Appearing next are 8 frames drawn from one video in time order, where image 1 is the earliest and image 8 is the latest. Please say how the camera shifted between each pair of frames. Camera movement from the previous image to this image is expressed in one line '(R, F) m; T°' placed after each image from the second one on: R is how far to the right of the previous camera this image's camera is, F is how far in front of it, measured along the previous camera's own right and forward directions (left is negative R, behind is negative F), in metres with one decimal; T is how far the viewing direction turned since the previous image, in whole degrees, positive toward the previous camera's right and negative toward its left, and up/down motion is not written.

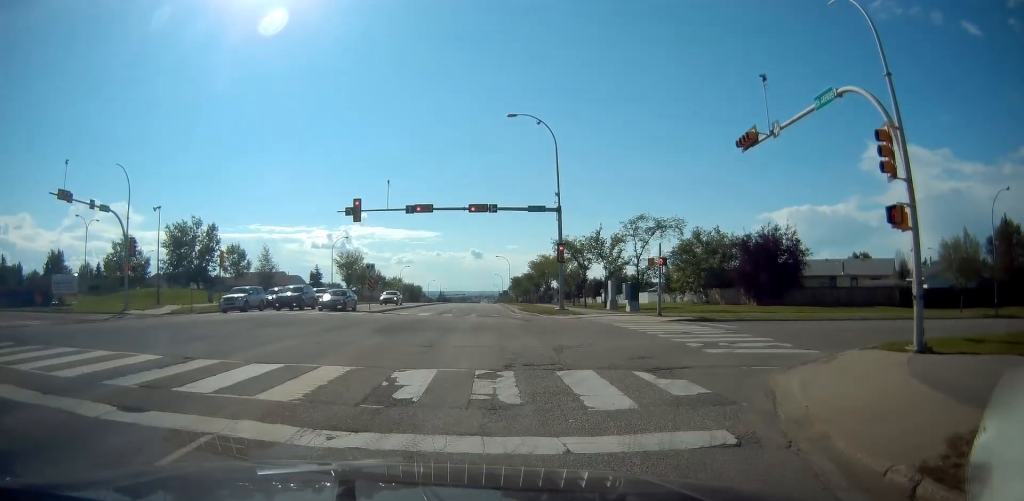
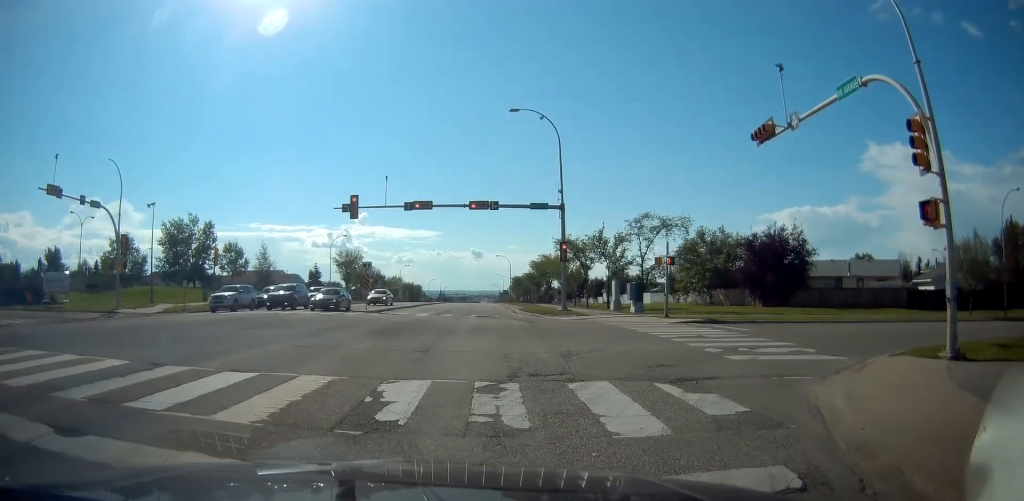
(+0.2, +0.8) m; 0°
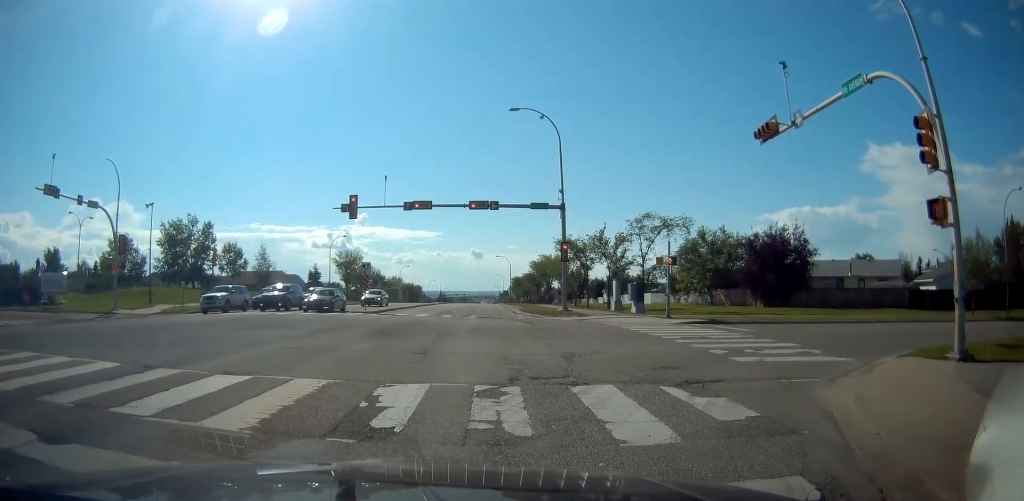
(+0.3, -0.1) m; 0°
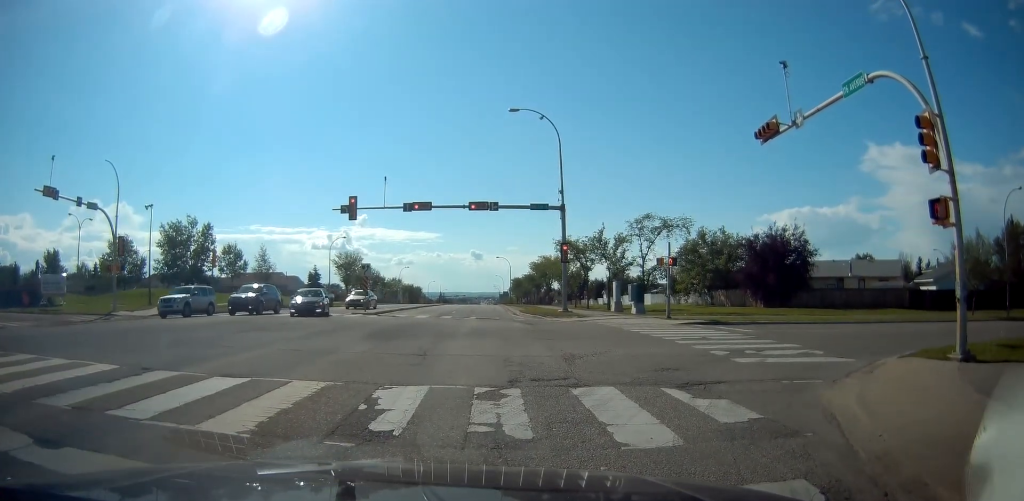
(0.0, 0.0) m; 0°
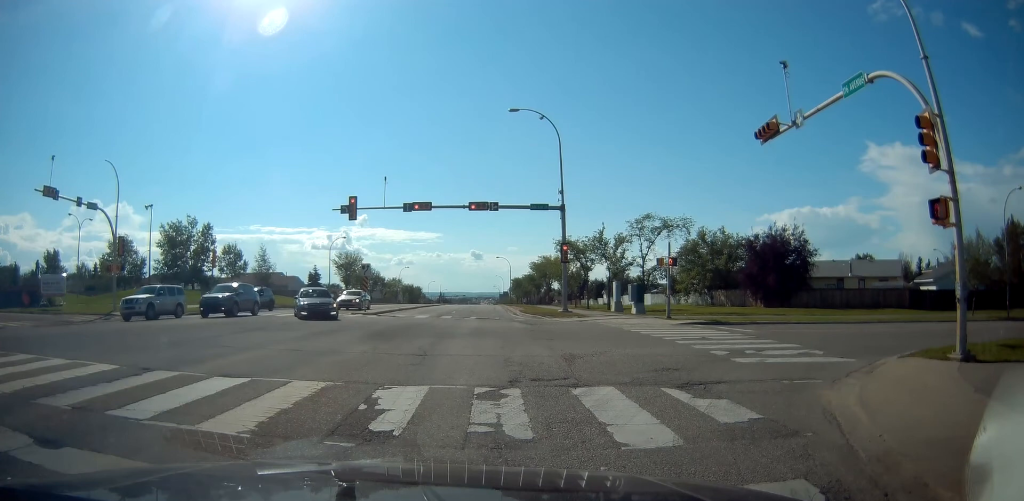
(0.0, 0.0) m; 0°
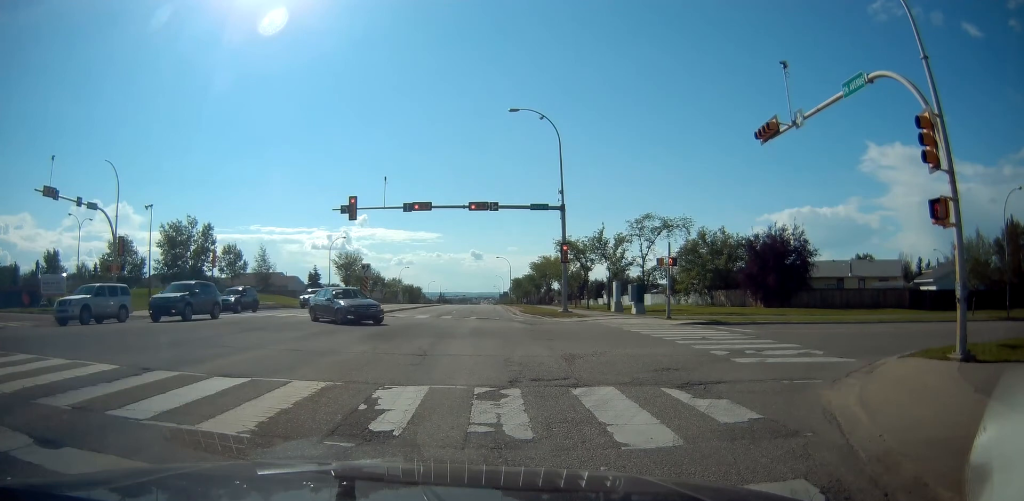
(0.0, 0.0) m; 0°
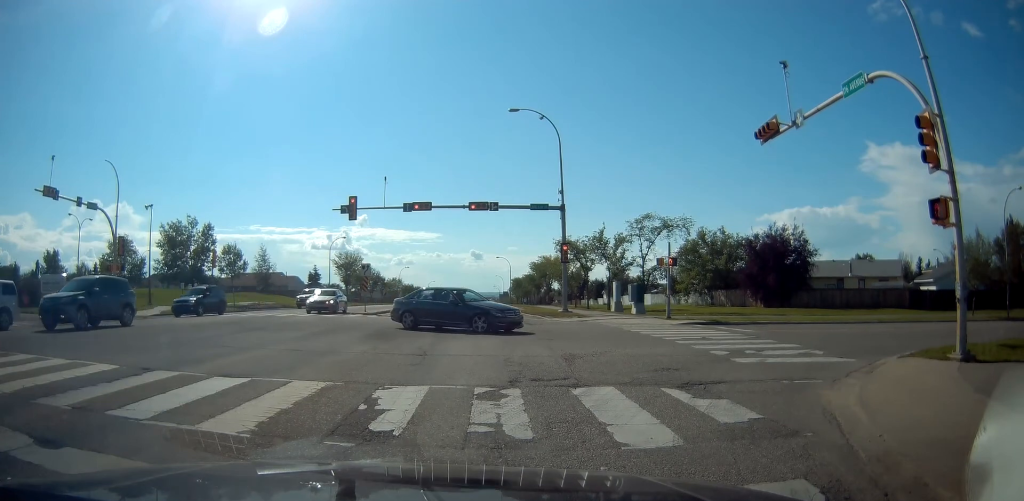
(0.0, 0.0) m; 0°
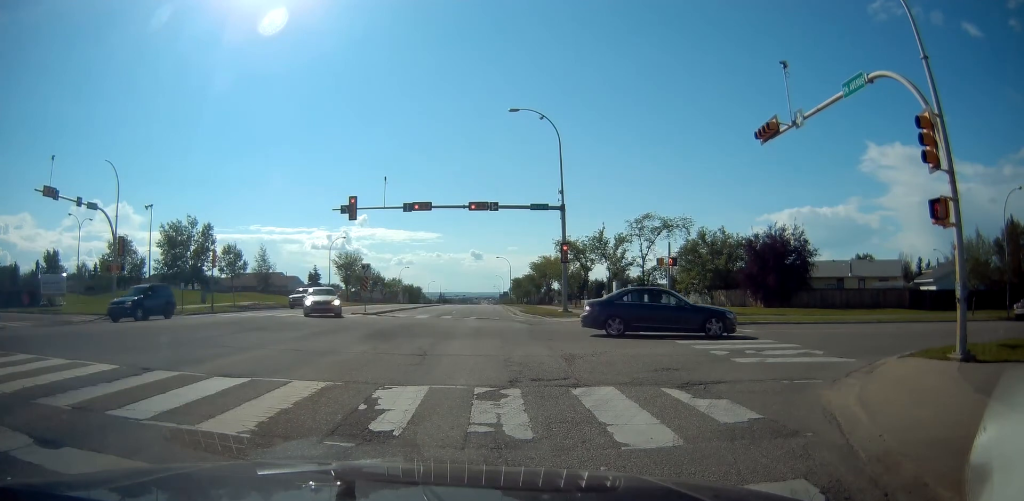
(0.0, 0.0) m; 0°
